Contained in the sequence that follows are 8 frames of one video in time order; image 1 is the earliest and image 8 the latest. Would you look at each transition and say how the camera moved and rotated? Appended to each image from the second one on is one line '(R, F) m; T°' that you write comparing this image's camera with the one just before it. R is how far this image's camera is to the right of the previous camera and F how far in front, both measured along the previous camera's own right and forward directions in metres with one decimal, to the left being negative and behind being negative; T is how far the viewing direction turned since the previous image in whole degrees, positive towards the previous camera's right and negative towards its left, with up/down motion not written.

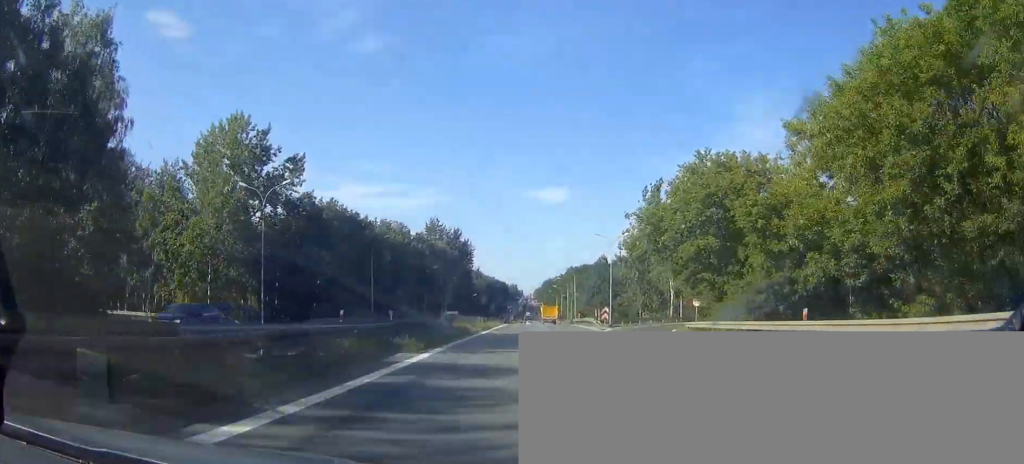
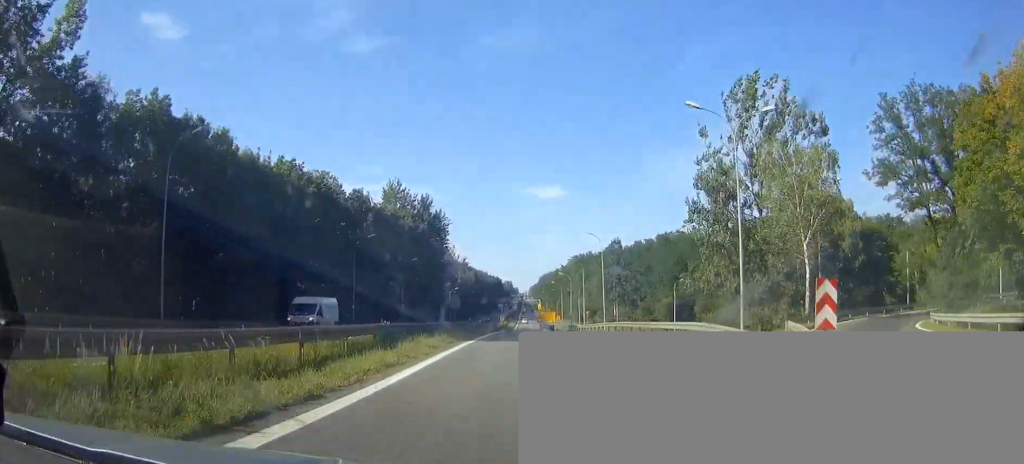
(+0.1, +48.3) m; 0°
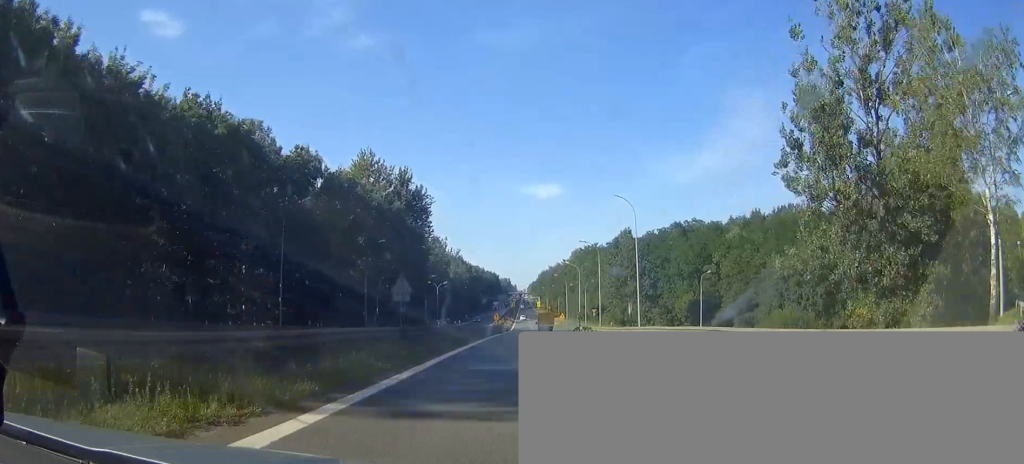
(+0.1, +22.1) m; 0°
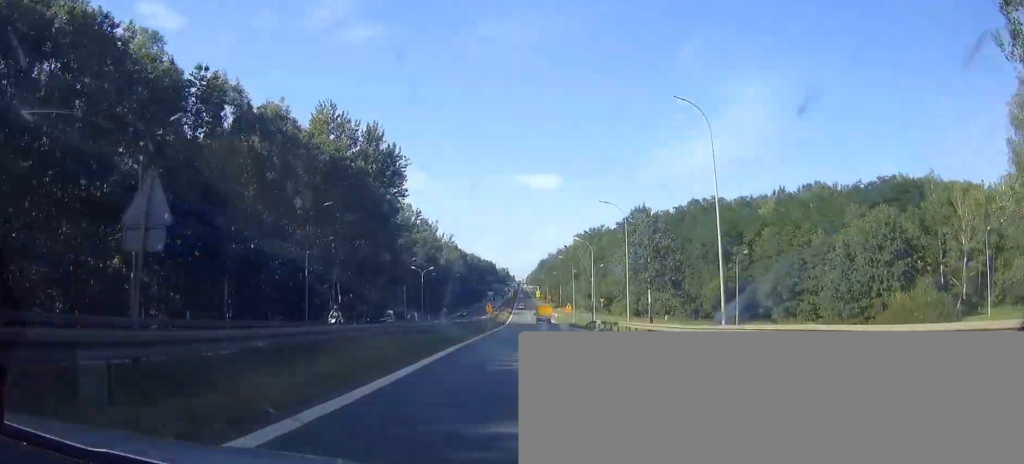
(+0.1, +21.2) m; 0°
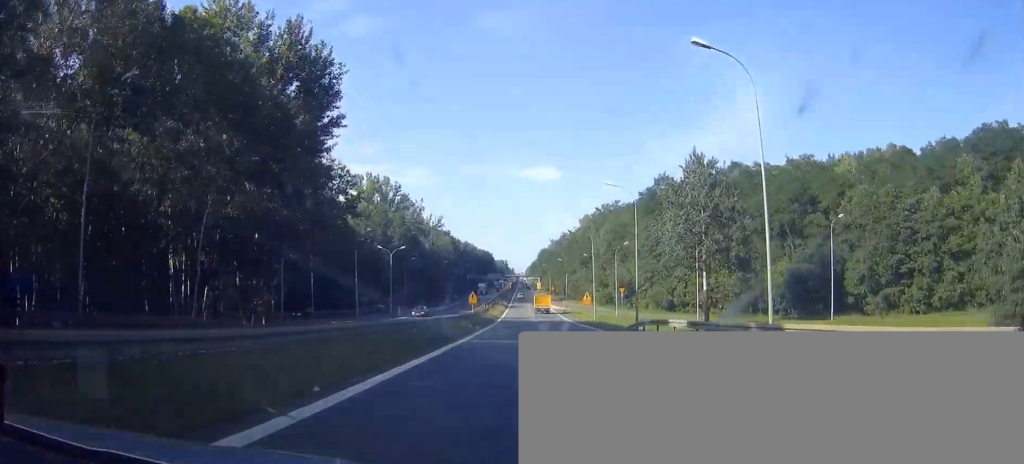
(-0.1, +31.8) m; 0°
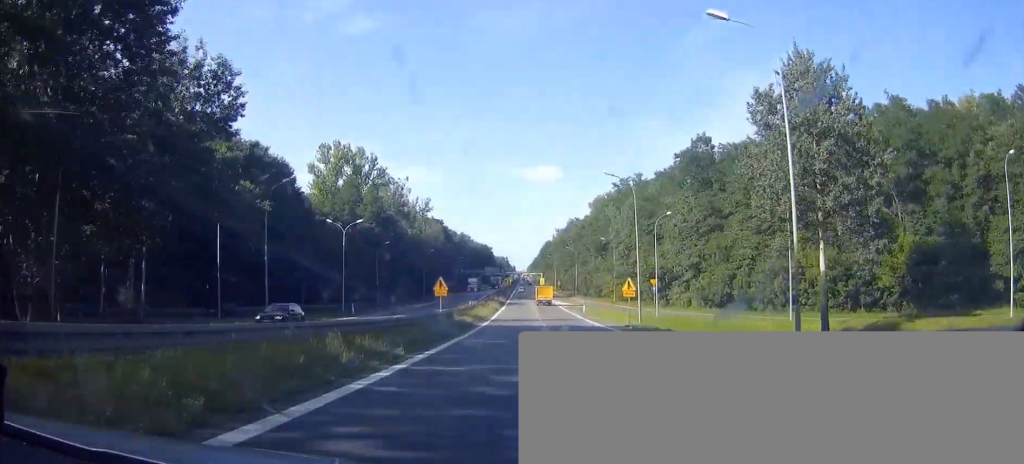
(+0.1, +28.7) m; 0°
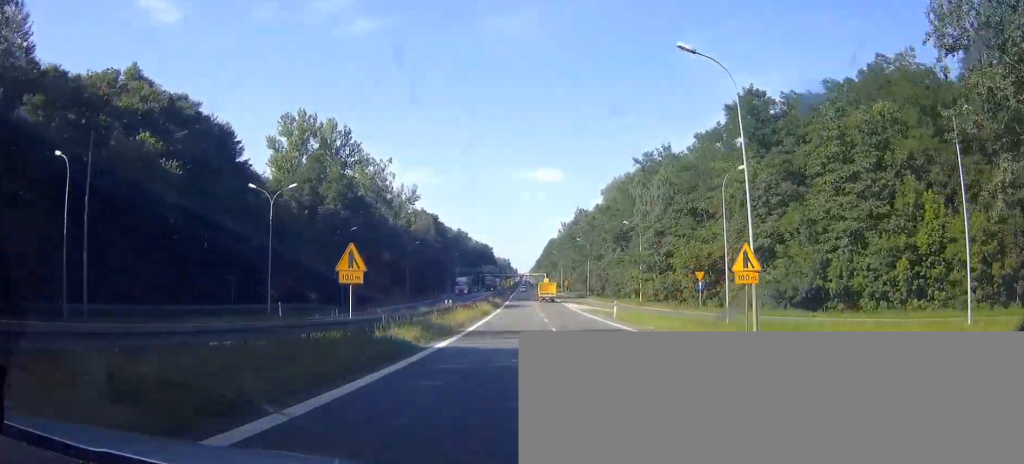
(0.0, +23.5) m; 0°
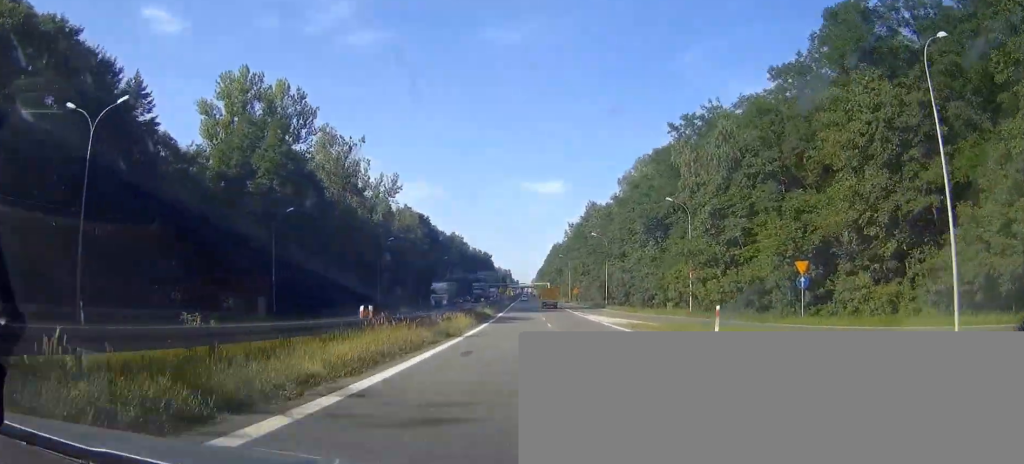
(0.0, +25.6) m; 0°
